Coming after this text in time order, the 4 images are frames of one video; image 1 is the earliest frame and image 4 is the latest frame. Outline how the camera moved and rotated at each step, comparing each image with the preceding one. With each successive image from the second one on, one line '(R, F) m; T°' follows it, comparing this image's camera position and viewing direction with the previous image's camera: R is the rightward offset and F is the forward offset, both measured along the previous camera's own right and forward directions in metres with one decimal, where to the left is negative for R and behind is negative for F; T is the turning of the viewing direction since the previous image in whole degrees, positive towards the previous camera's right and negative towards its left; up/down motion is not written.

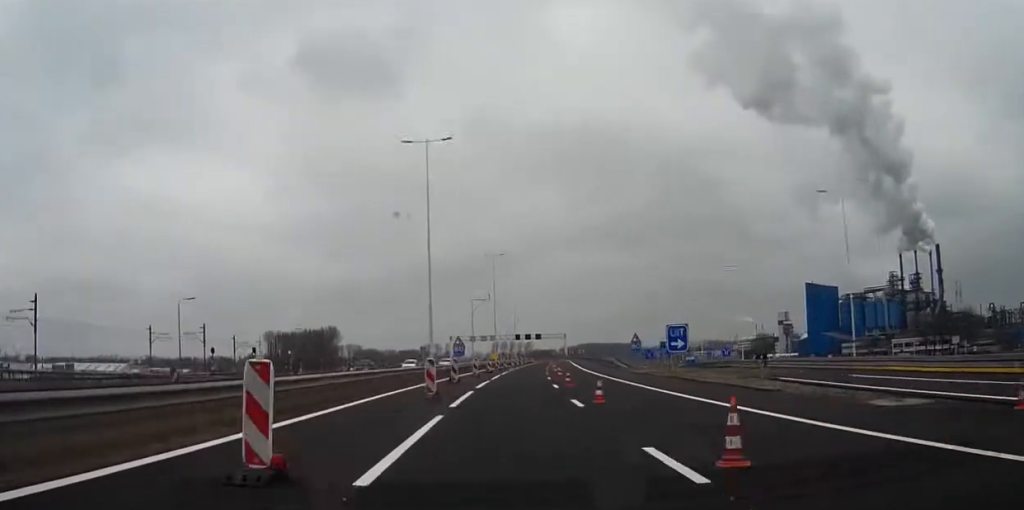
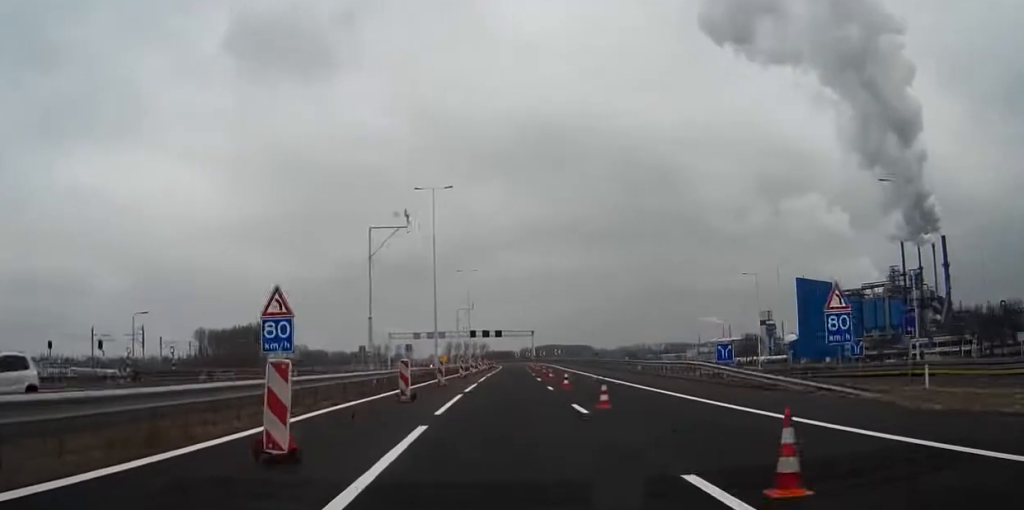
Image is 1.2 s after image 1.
(+1.4, +51.0) m; +3°
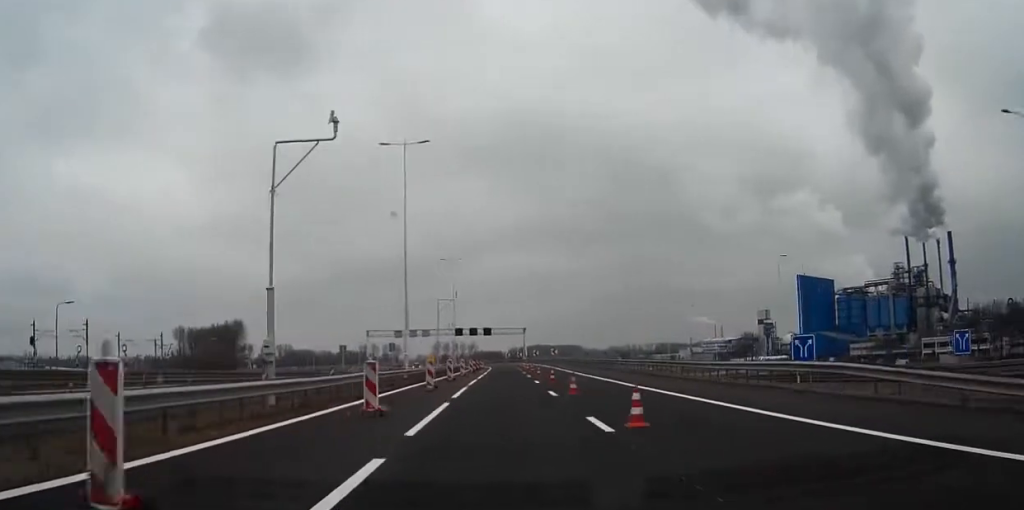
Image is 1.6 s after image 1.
(+0.2, +16.5) m; +1°
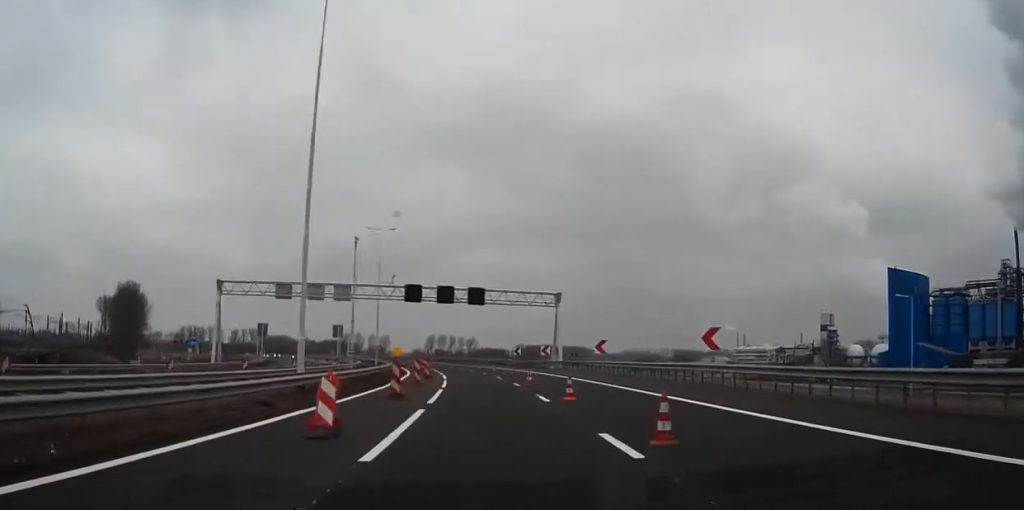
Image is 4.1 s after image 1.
(+0.2, +100.1) m; -2°
